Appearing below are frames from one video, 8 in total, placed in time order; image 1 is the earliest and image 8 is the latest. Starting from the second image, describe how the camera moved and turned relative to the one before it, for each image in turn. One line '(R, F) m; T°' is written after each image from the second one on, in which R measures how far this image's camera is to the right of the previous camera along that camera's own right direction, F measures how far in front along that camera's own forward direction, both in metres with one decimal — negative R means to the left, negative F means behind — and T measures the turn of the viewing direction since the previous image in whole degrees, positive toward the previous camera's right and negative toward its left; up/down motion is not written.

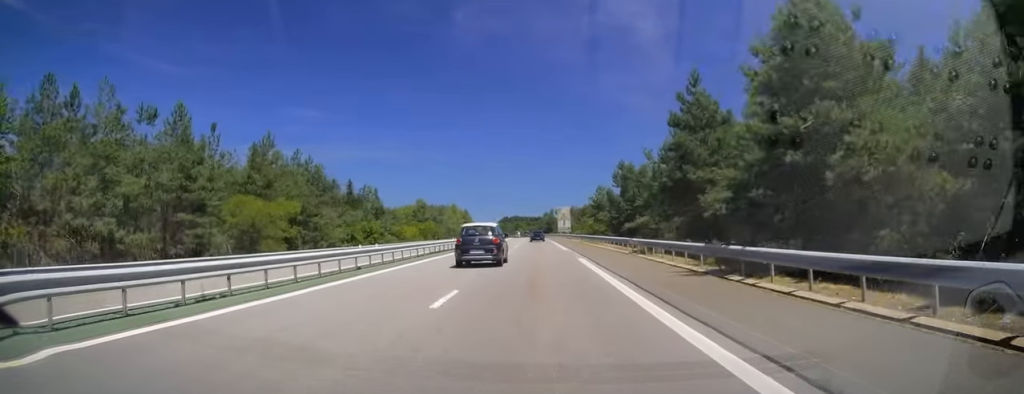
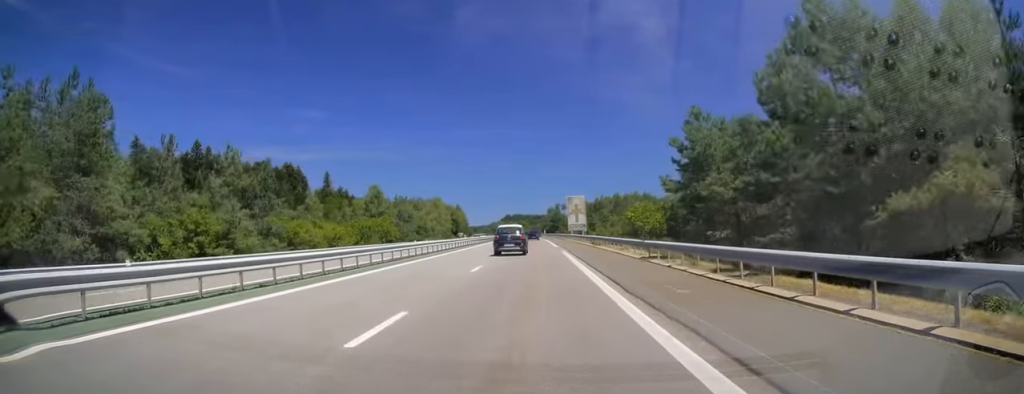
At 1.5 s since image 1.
(+0.4, +42.8) m; 0°
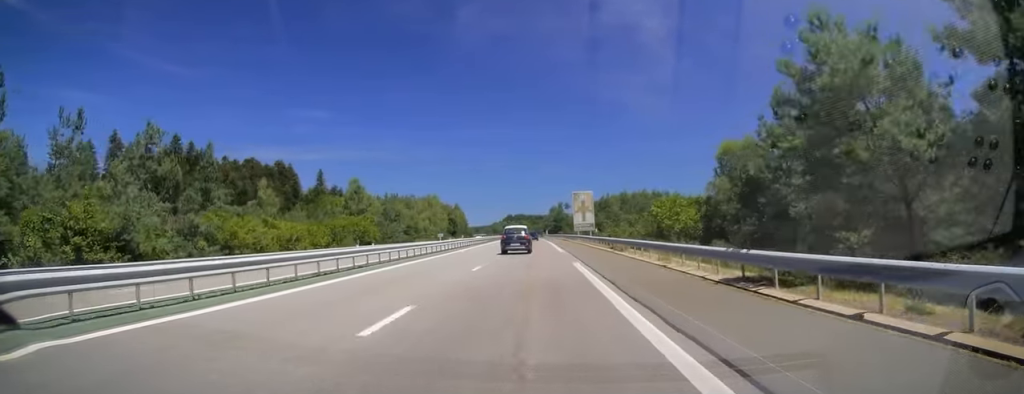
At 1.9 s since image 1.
(+0.3, +12.3) m; 0°
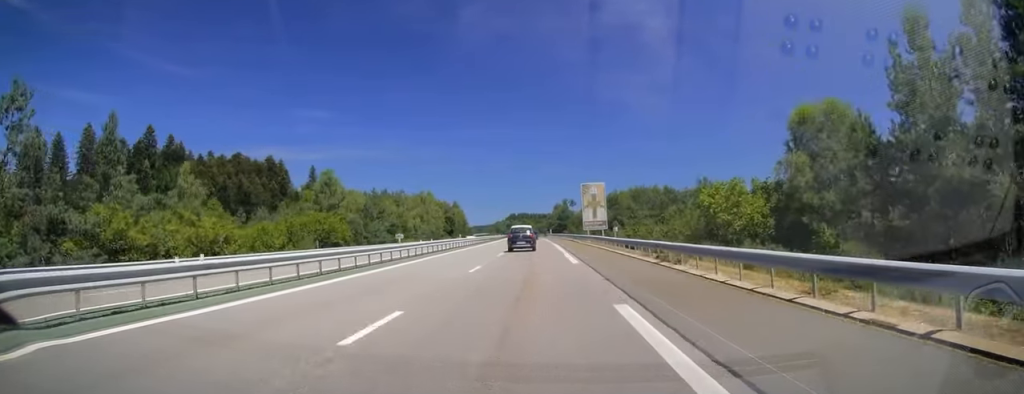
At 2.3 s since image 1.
(-0.2, +13.8) m; 0°
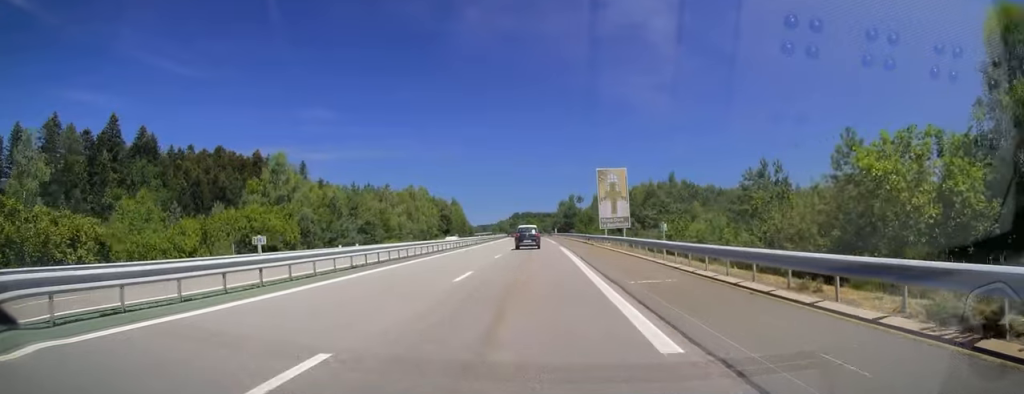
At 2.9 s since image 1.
(-0.4, +16.8) m; 0°
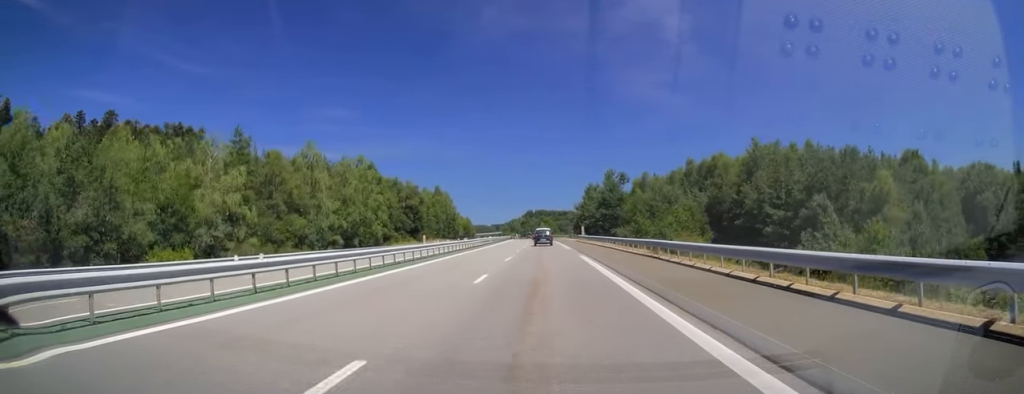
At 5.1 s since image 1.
(-0.5, +65.5) m; -2°
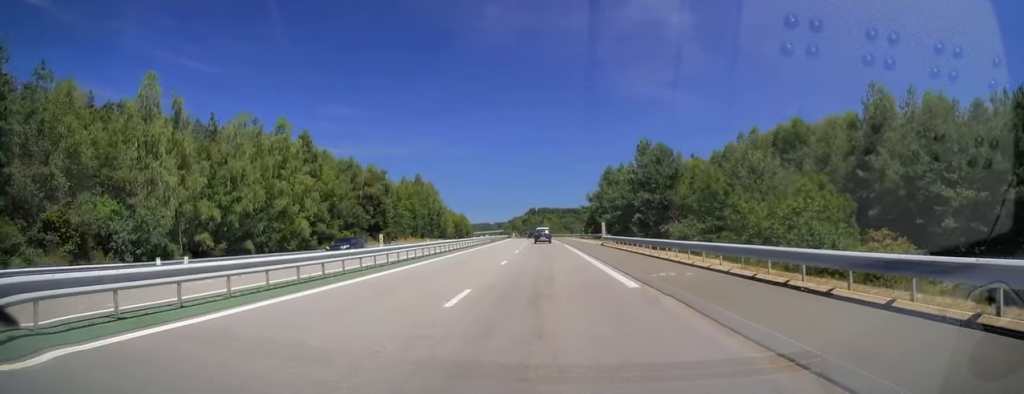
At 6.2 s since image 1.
(-0.2, +31.5) m; 0°
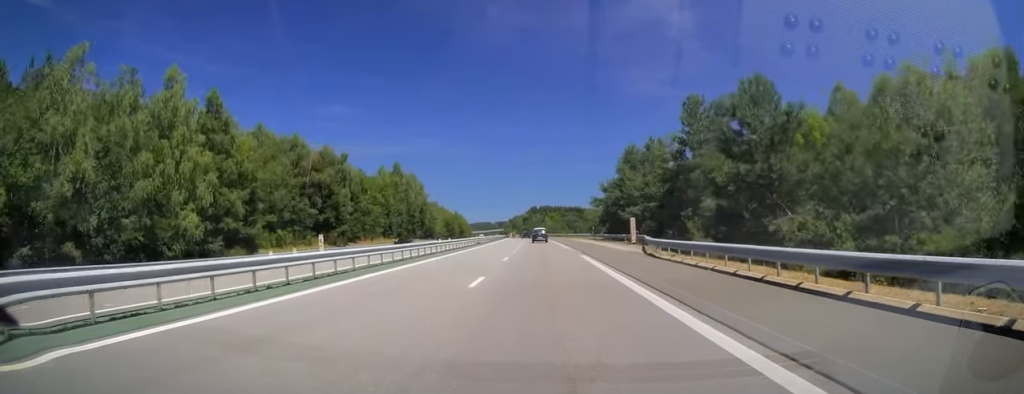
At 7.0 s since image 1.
(+0.3, +22.6) m; +1°
